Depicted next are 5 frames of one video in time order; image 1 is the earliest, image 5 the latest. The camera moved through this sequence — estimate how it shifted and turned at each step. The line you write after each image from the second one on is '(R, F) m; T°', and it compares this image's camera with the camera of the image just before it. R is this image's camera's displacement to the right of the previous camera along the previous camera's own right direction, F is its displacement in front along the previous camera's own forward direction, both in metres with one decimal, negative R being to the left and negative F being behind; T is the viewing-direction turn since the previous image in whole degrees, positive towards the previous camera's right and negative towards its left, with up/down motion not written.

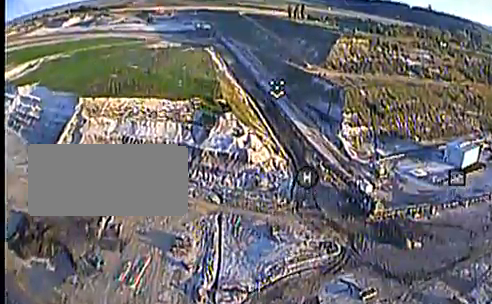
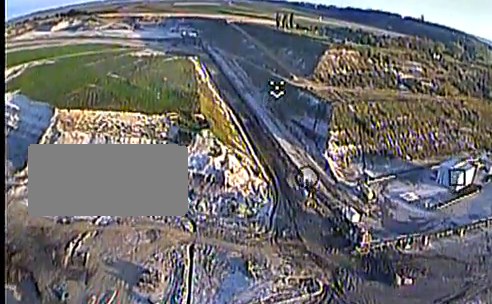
(-0.5, +18.4) m; -3°
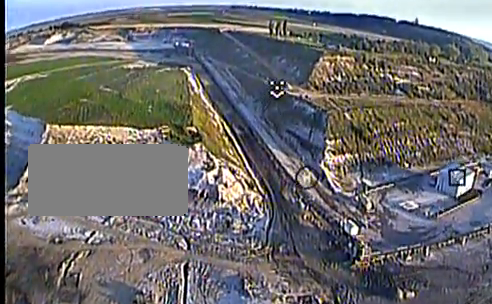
(0.0, +6.1) m; 0°
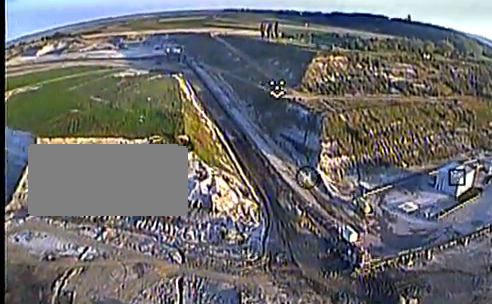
(-0.1, +6.1) m; +1°
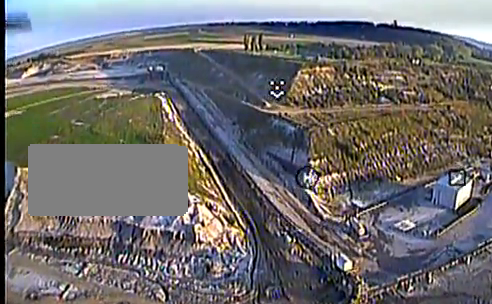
(+0.3, +13.7) m; +2°
